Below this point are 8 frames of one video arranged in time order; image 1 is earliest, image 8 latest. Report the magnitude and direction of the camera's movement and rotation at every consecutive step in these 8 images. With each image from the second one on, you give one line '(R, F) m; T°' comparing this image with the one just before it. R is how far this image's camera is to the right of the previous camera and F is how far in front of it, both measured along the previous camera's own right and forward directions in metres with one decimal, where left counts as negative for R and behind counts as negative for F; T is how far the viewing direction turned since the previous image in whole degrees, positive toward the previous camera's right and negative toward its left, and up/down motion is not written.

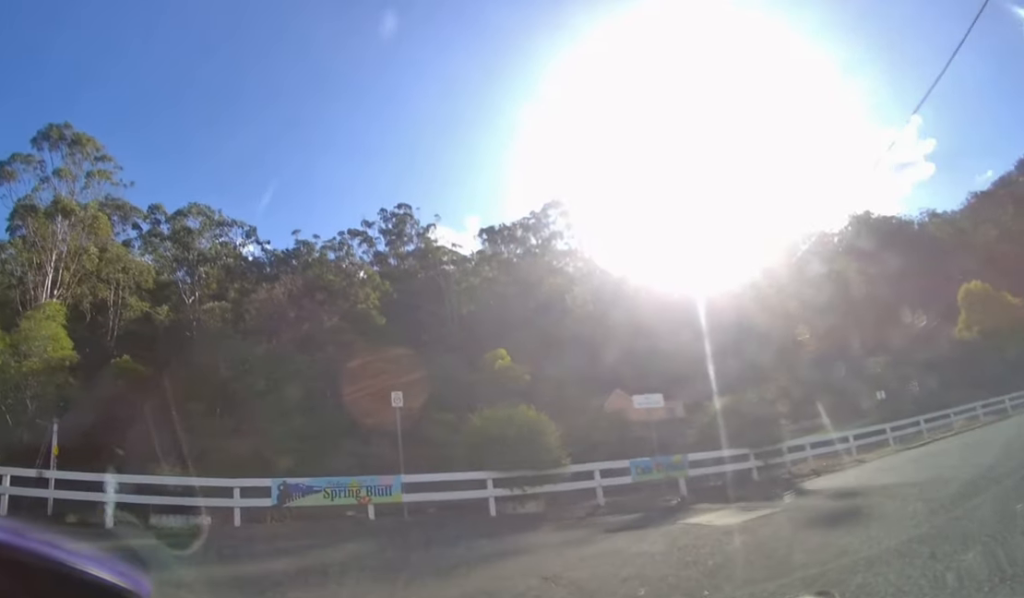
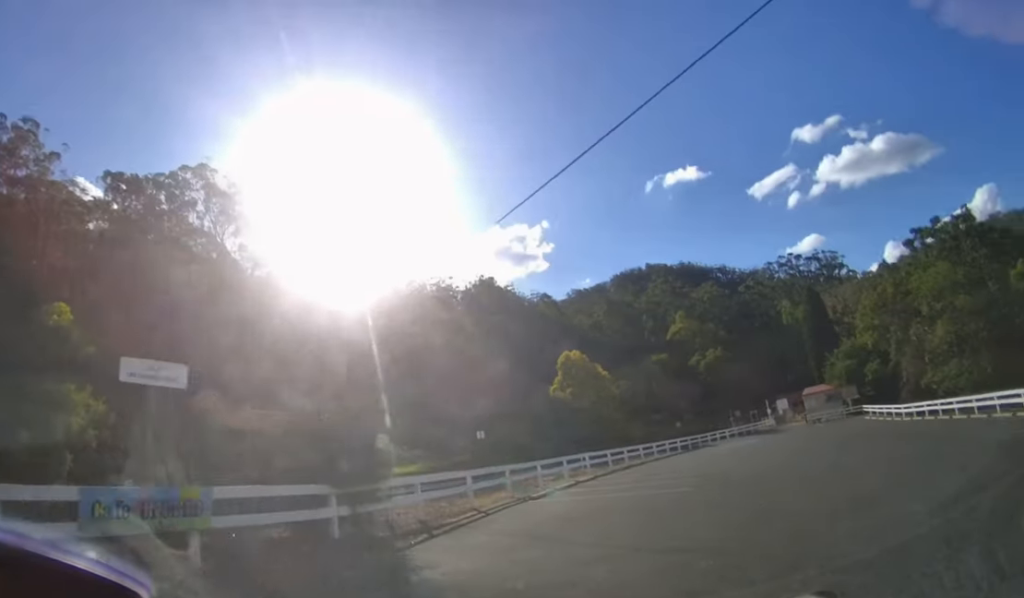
(+3.1, +6.2) m; +50°
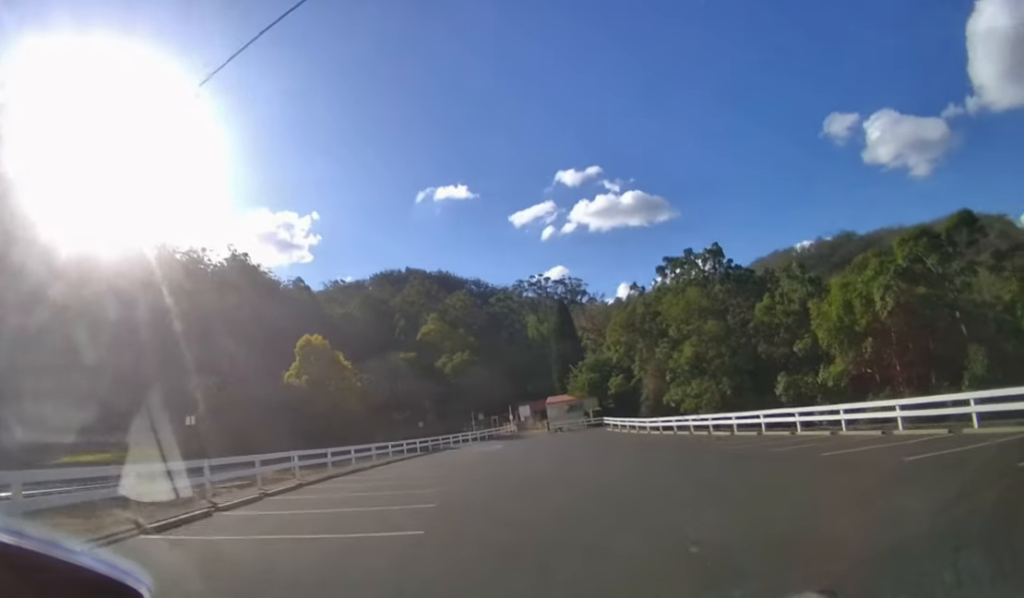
(+1.3, +6.0) m; +18°
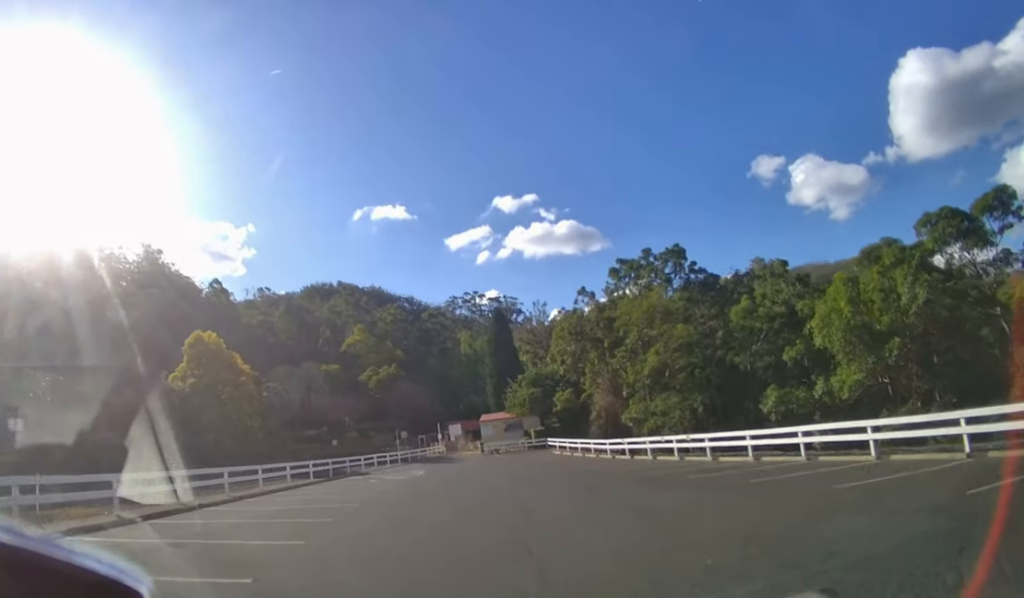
(+0.9, +8.7) m; +10°
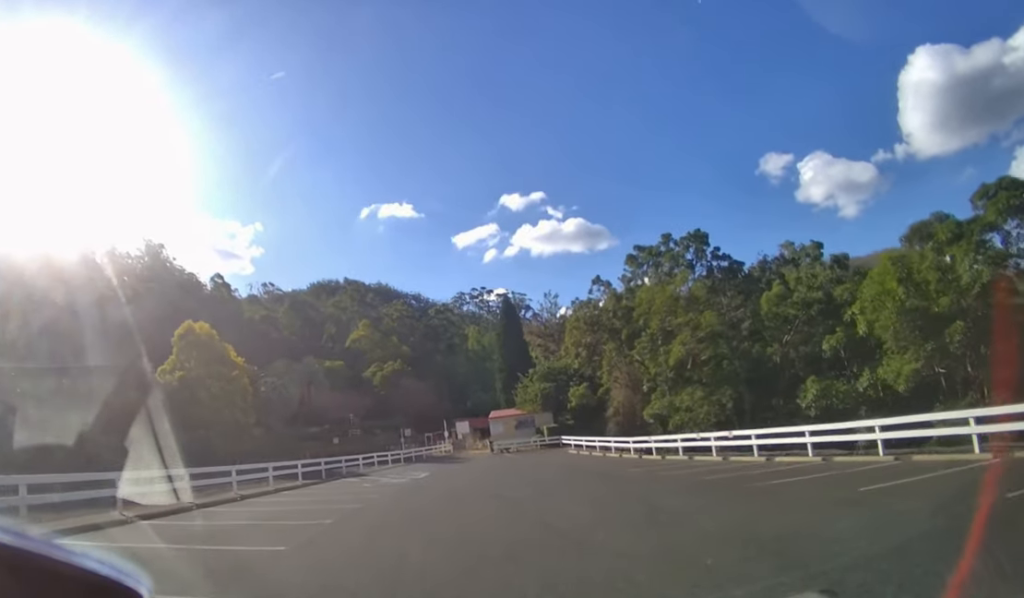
(+0.2, +3.0) m; 0°
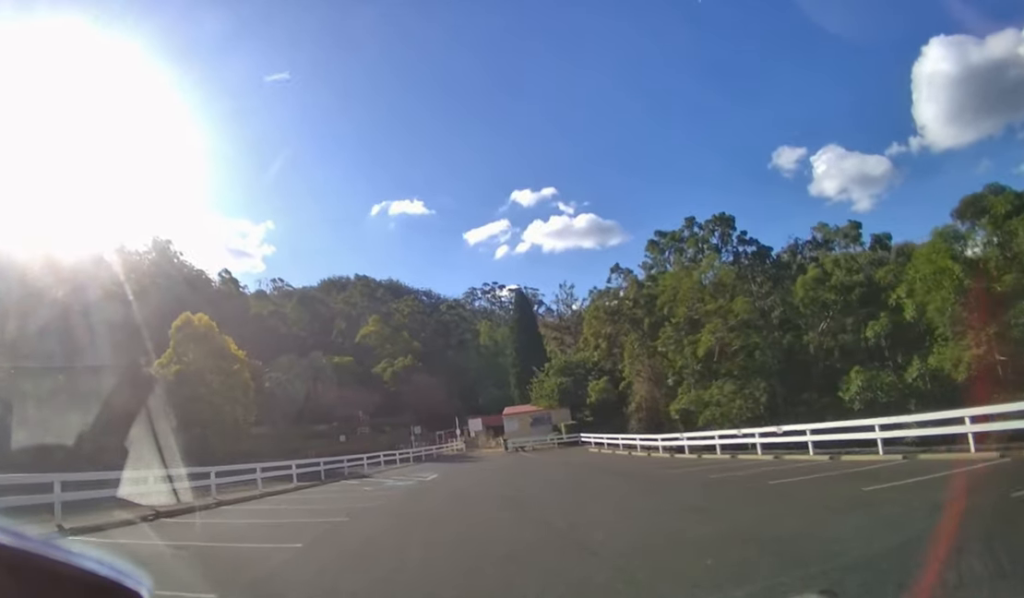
(0.0, +2.3) m; -2°
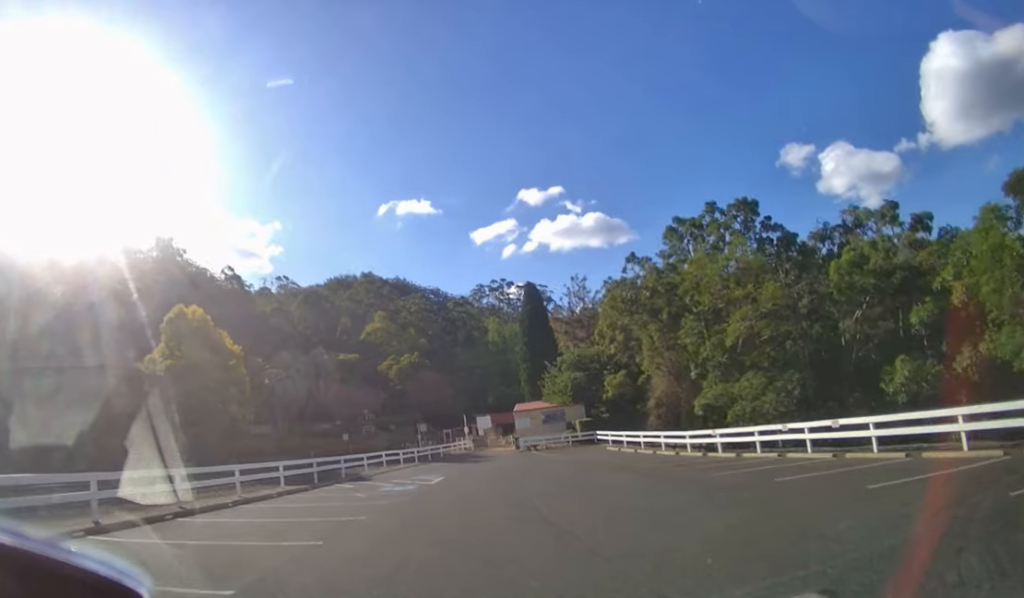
(-0.1, +2.4) m; -3°
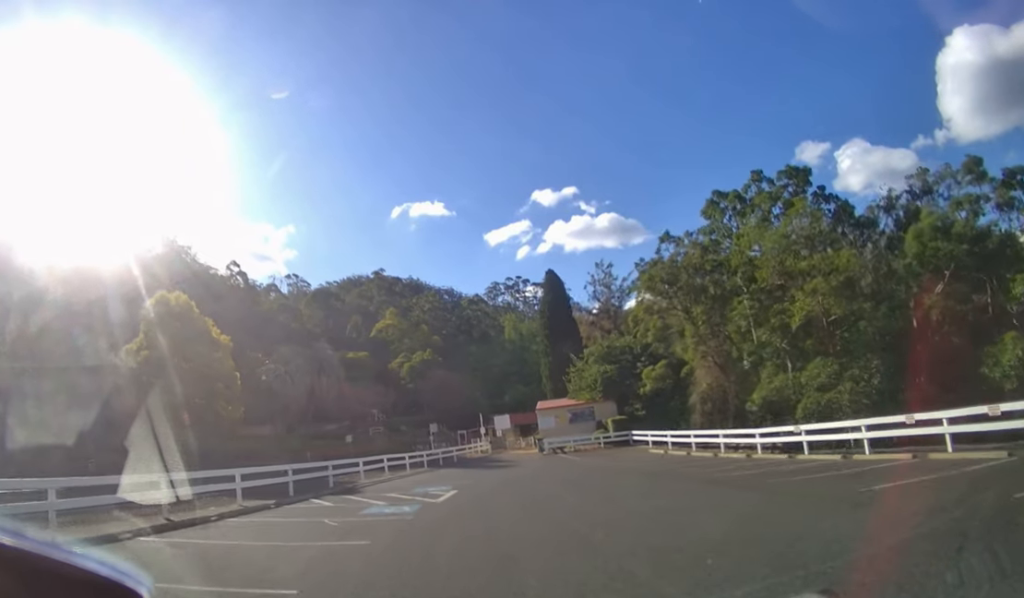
(-0.2, +4.2) m; -2°
